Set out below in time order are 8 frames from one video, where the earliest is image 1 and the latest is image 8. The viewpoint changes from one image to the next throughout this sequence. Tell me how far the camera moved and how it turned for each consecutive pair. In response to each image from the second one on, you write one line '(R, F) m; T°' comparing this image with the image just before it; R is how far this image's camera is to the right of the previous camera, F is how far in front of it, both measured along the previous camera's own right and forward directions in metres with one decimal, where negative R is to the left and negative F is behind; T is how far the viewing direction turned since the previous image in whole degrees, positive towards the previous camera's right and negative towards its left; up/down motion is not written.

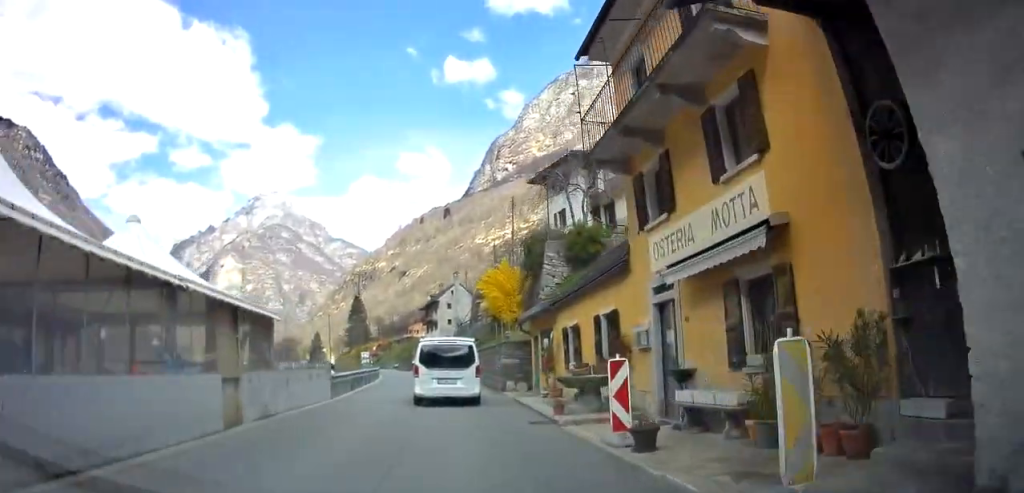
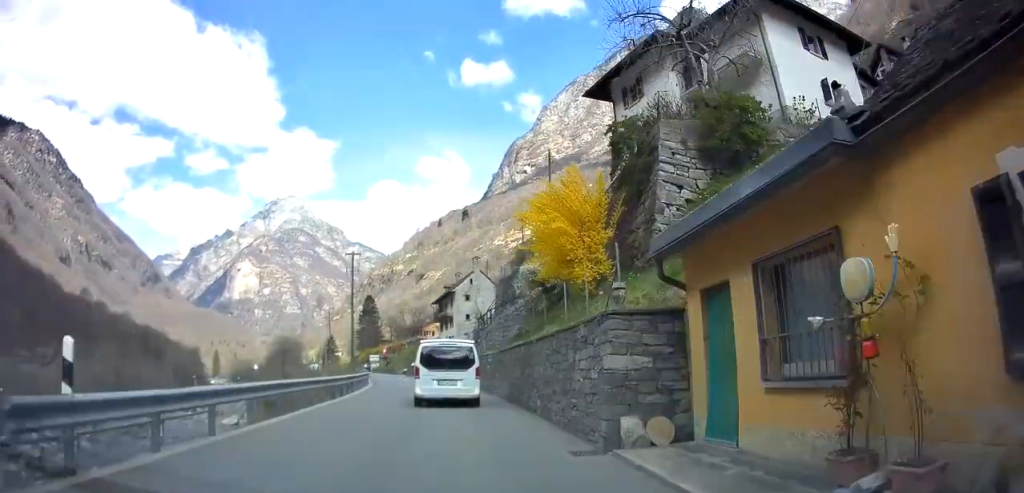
(-0.2, +15.1) m; -2°
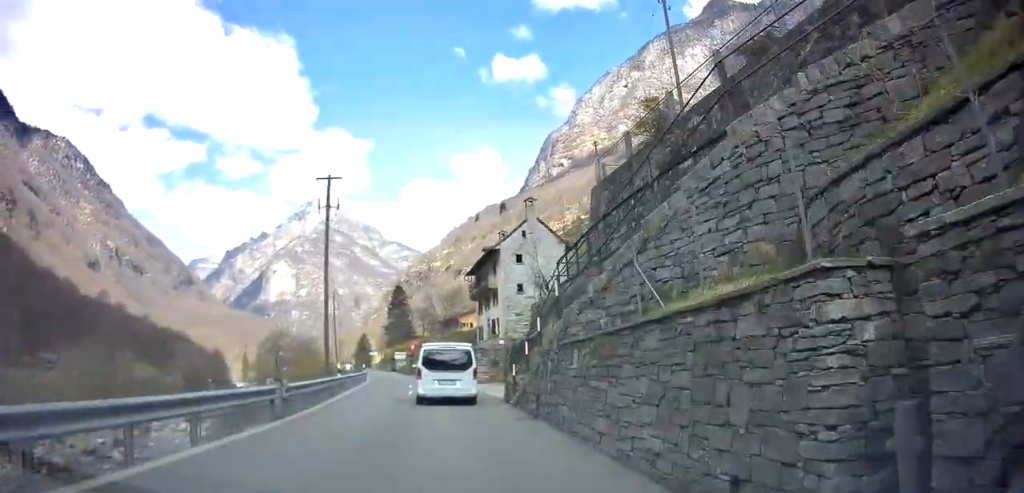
(-1.0, +22.7) m; -5°
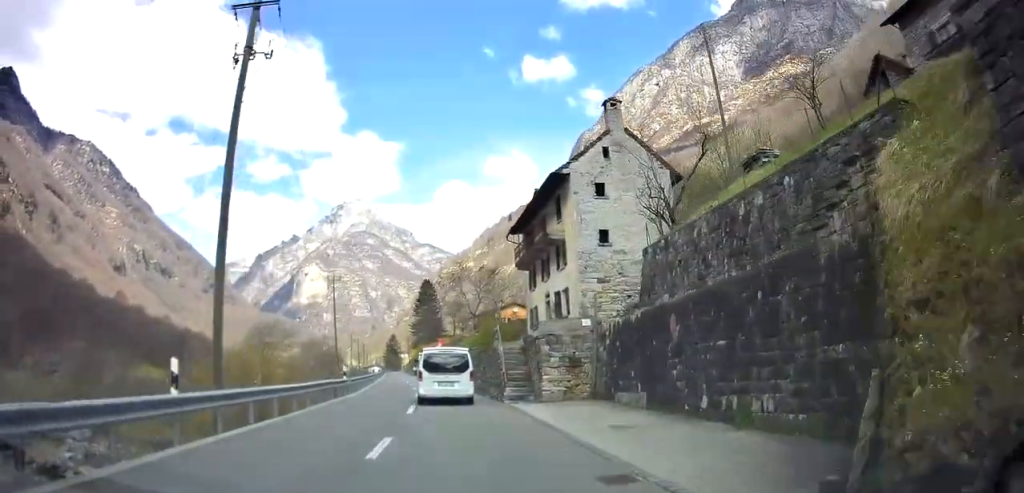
(-0.6, +17.8) m; -4°
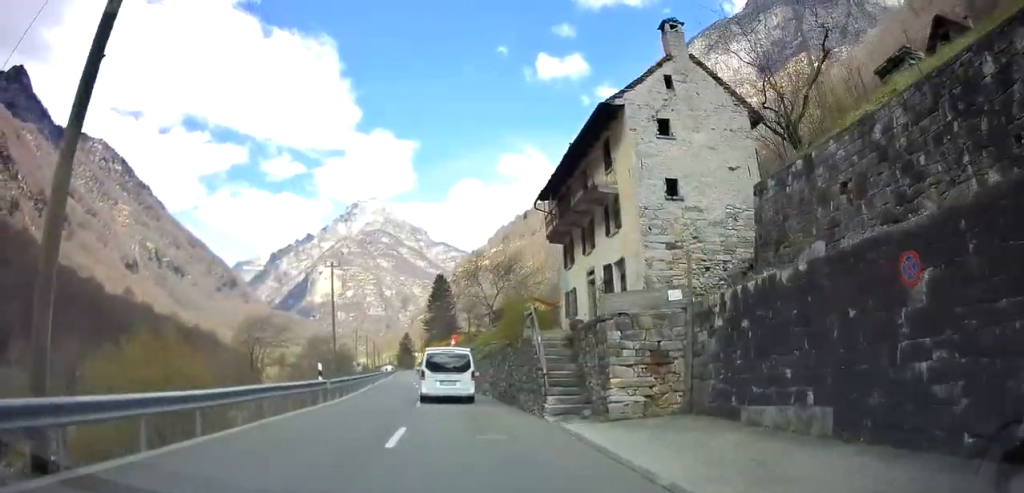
(-0.1, +6.9) m; -1°
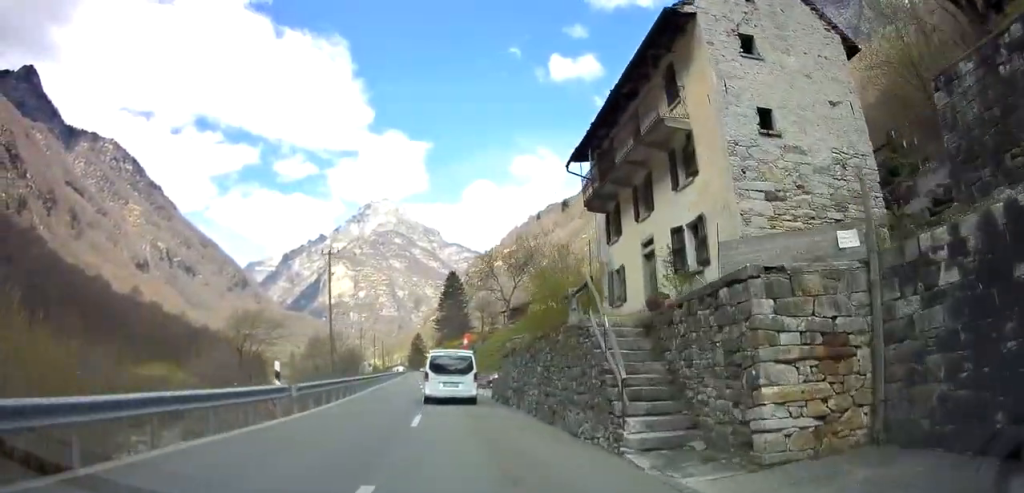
(0.0, +6.1) m; -1°
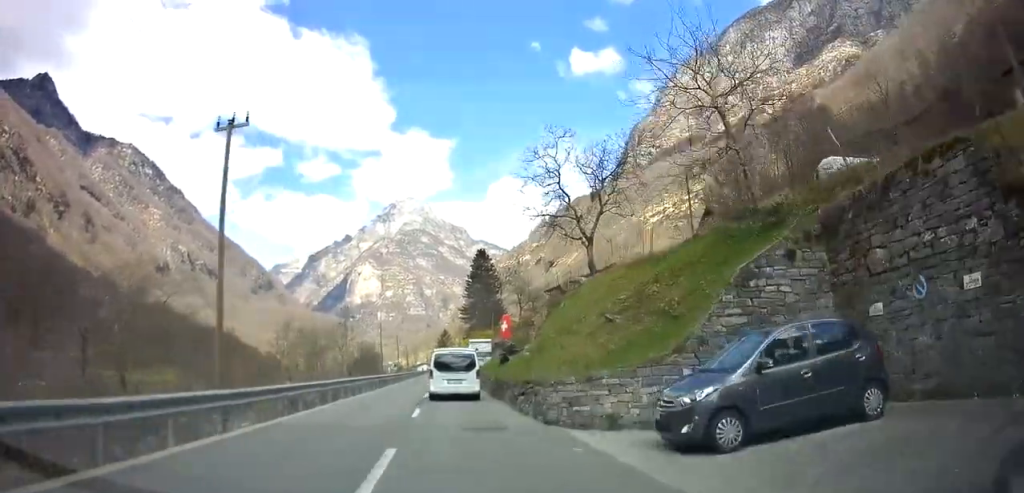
(-0.5, +24.7) m; -2°
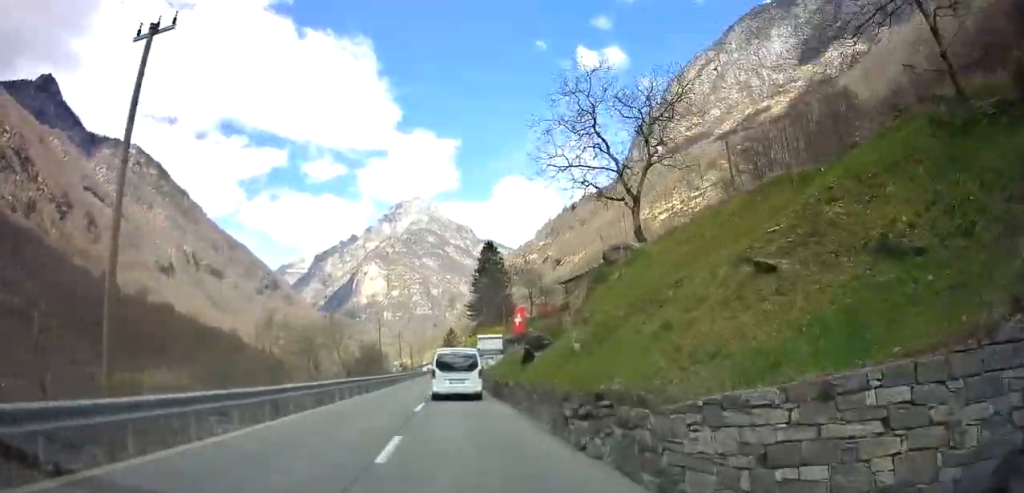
(0.0, +7.4) m; -1°
